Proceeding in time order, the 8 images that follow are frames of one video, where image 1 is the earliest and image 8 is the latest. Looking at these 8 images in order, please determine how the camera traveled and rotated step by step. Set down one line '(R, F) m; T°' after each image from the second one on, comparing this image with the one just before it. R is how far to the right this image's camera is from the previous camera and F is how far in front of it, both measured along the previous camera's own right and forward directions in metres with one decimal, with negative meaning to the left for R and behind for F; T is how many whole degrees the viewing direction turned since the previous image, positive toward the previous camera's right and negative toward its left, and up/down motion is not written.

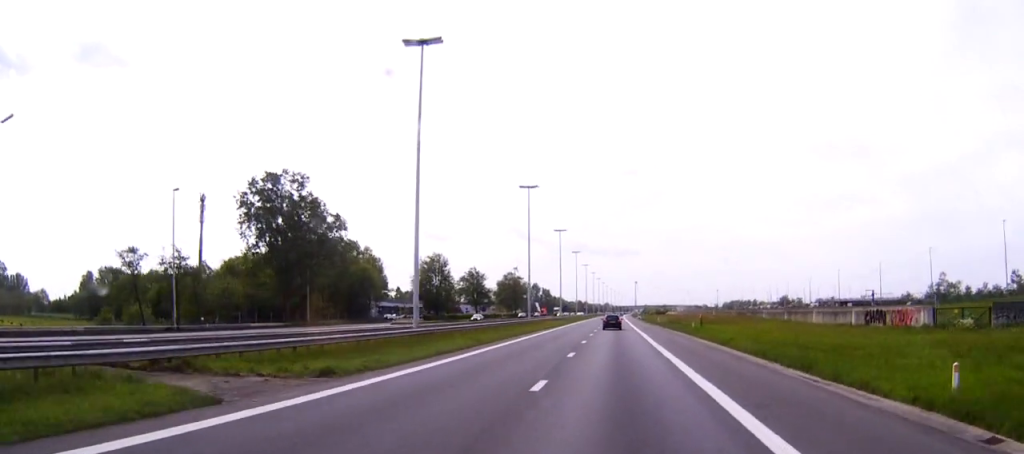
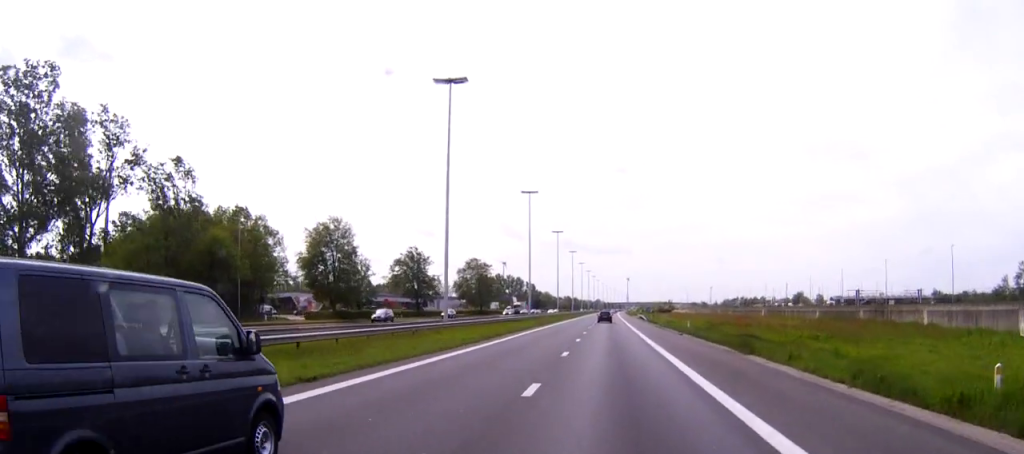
(+0.1, +51.4) m; 0°
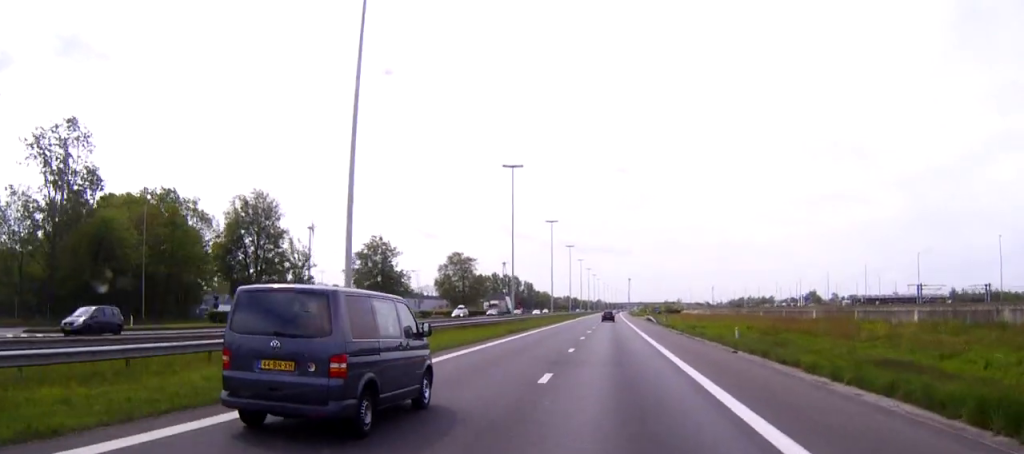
(0.0, +22.3) m; 0°
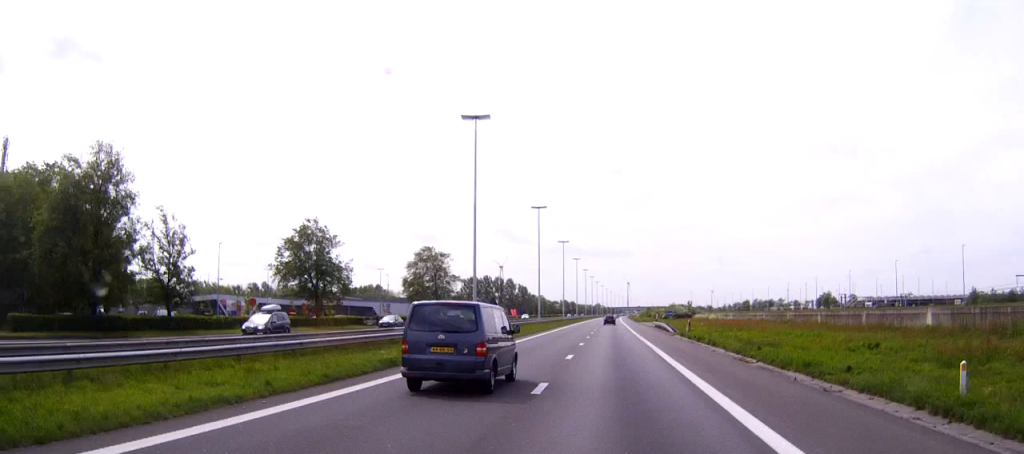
(0.0, +26.3) m; 0°
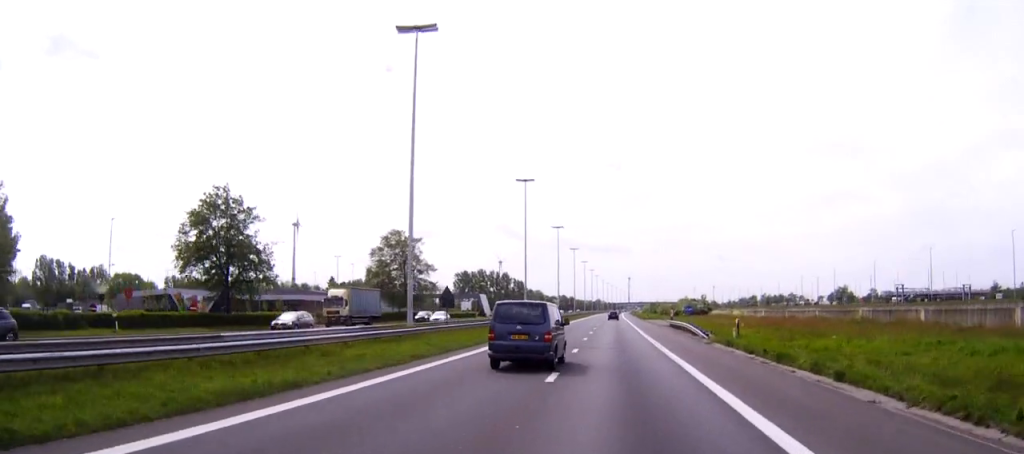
(0.0, +23.0) m; 0°
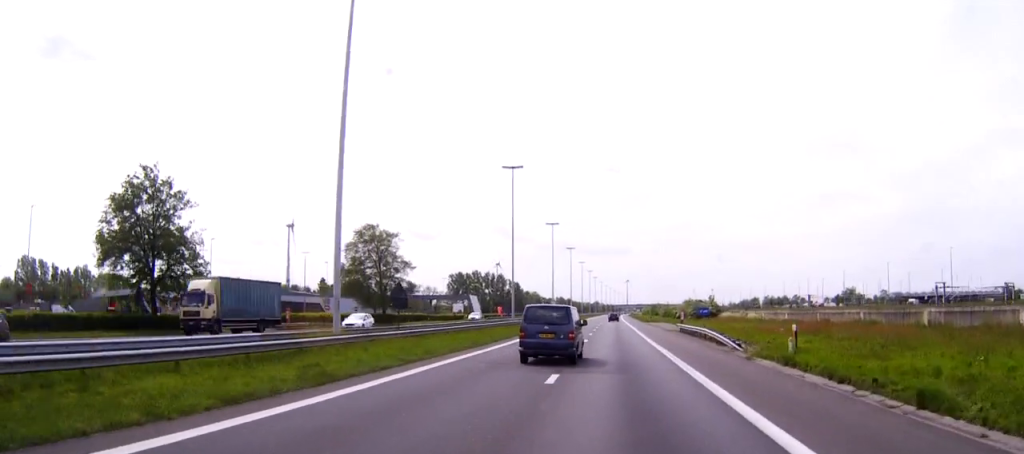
(0.0, +12.7) m; 0°
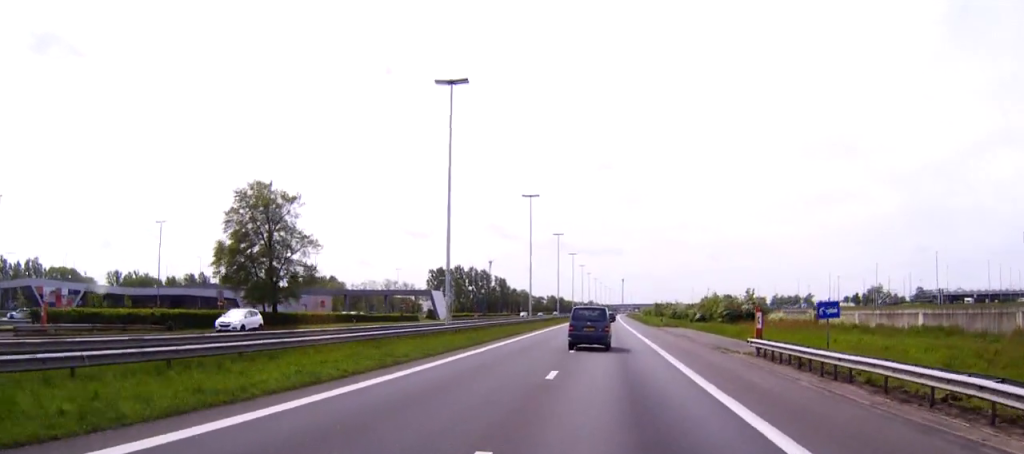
(+0.1, +36.2) m; +1°
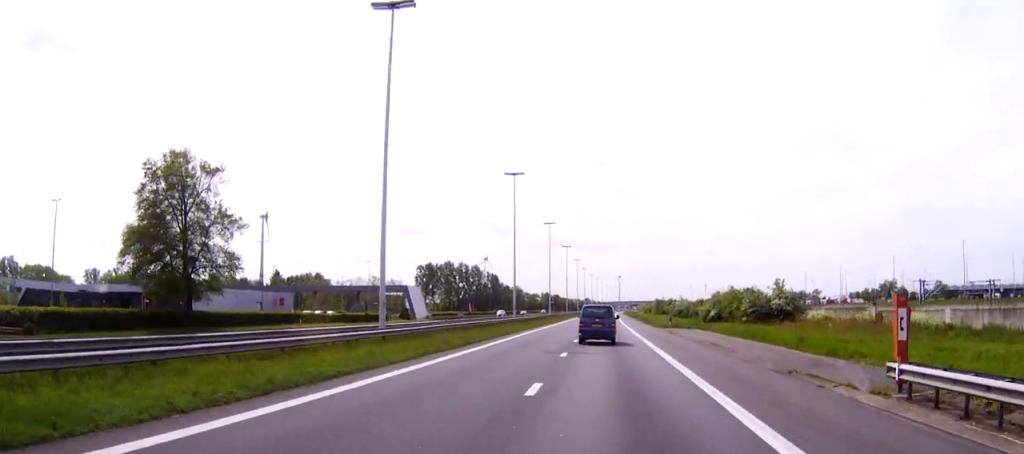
(+0.1, +16.4) m; 0°
